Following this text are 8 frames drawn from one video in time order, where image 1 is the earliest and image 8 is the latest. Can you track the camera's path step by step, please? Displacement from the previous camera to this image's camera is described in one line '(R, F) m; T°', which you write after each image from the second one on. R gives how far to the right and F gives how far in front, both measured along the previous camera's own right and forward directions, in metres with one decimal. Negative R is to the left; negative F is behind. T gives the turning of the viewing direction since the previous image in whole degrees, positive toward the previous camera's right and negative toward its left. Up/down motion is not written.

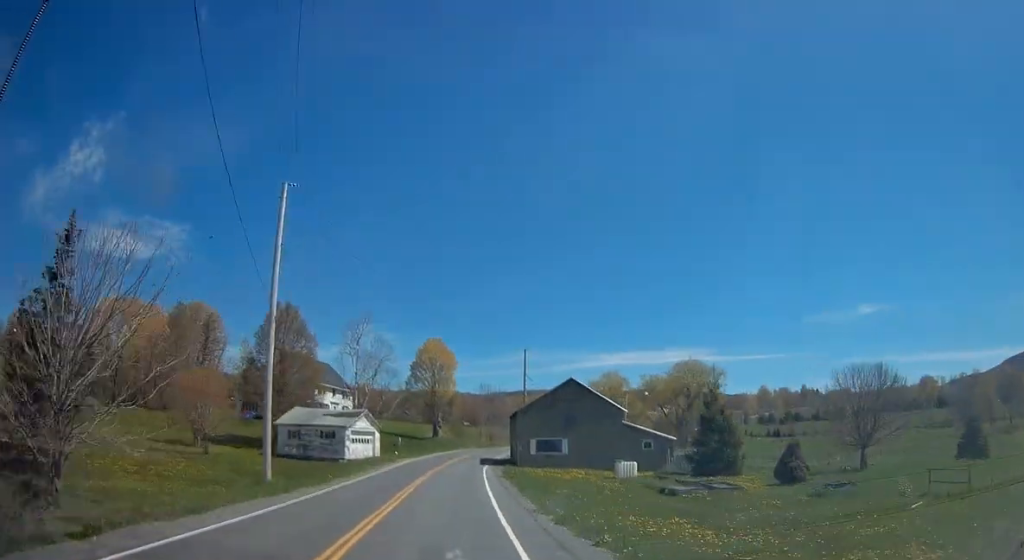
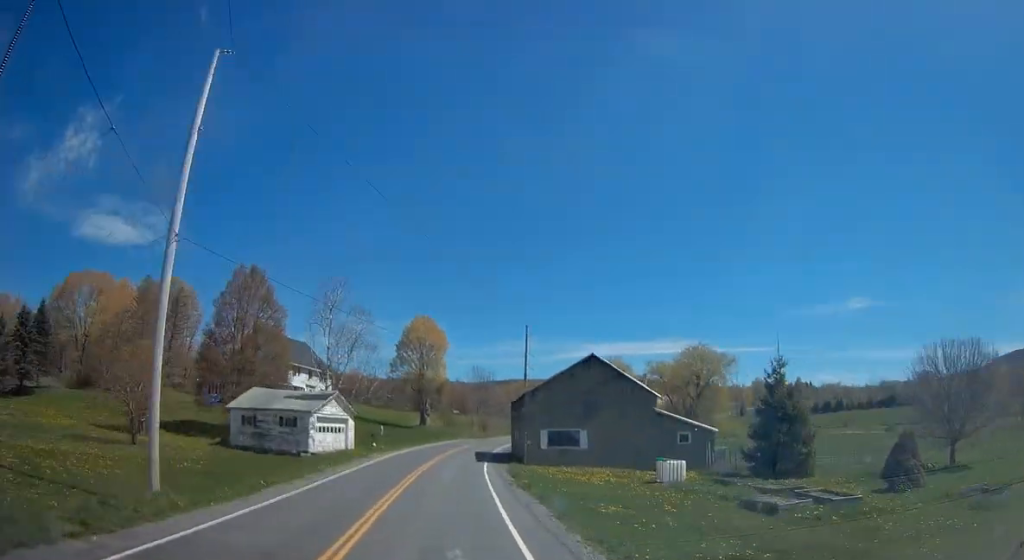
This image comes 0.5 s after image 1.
(-0.1, +9.3) m; 0°
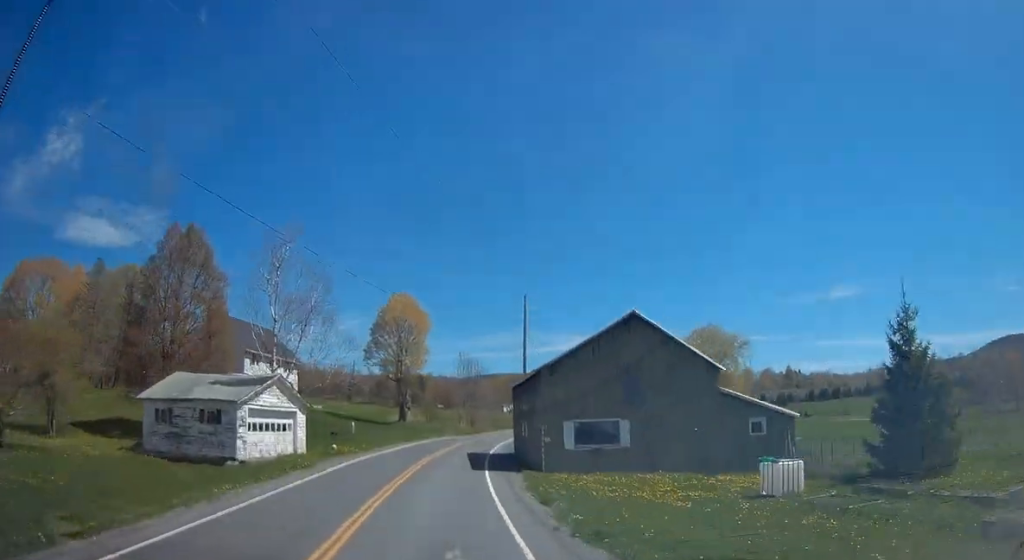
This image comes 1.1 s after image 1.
(+0.1, +11.0) m; +1°
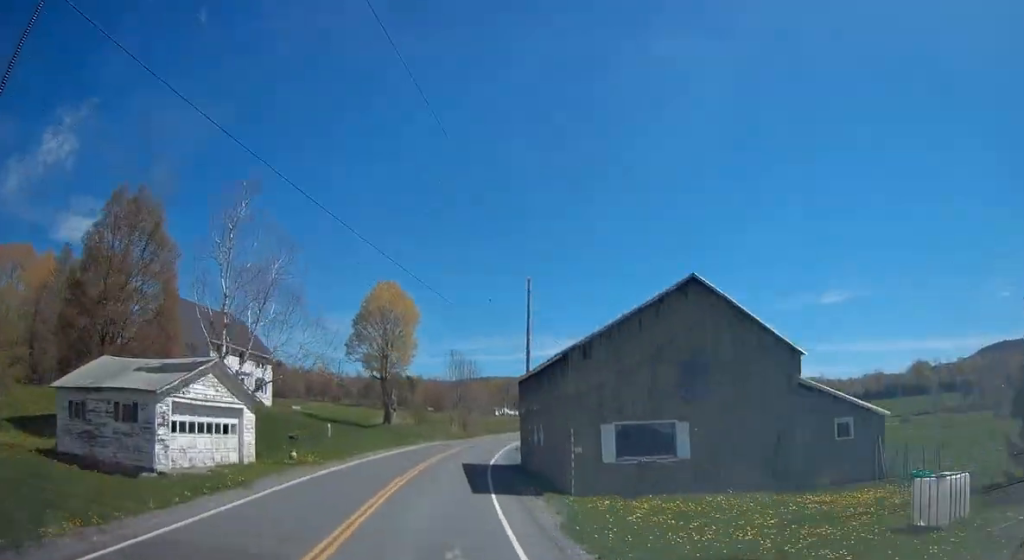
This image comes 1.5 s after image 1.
(0.0, +7.3) m; +1°
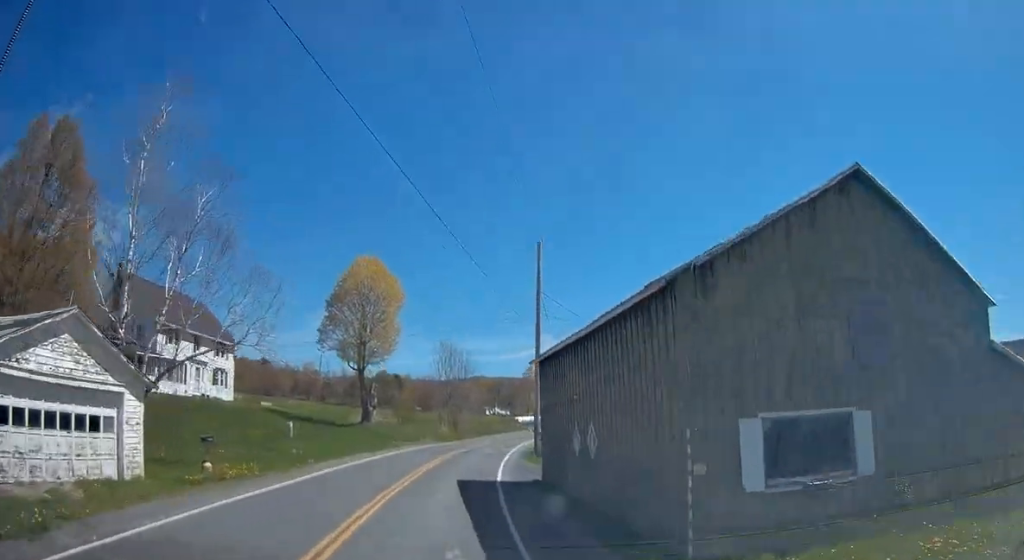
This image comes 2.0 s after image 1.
(+0.1, +9.1) m; +1°
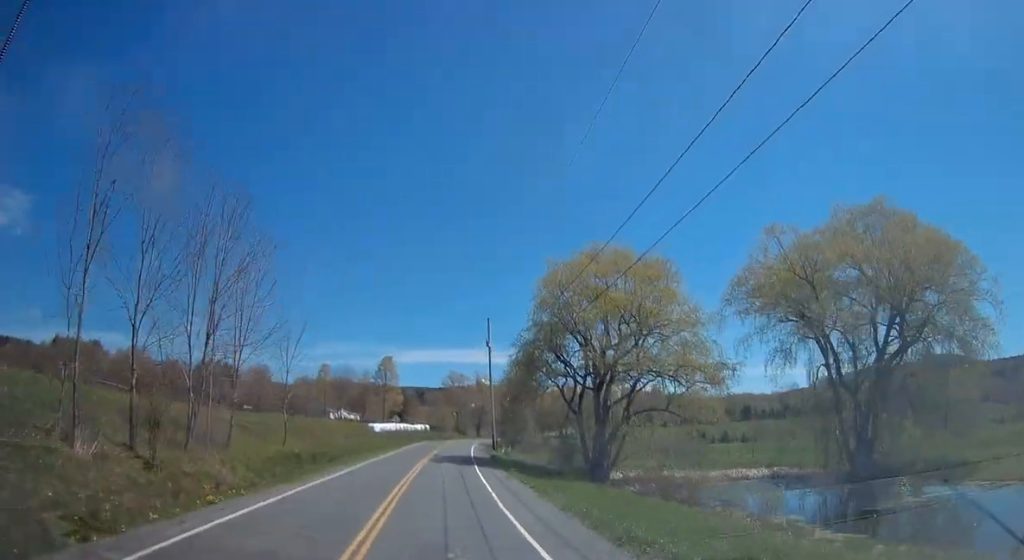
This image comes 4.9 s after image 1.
(+5.2, +52.9) m; +12°
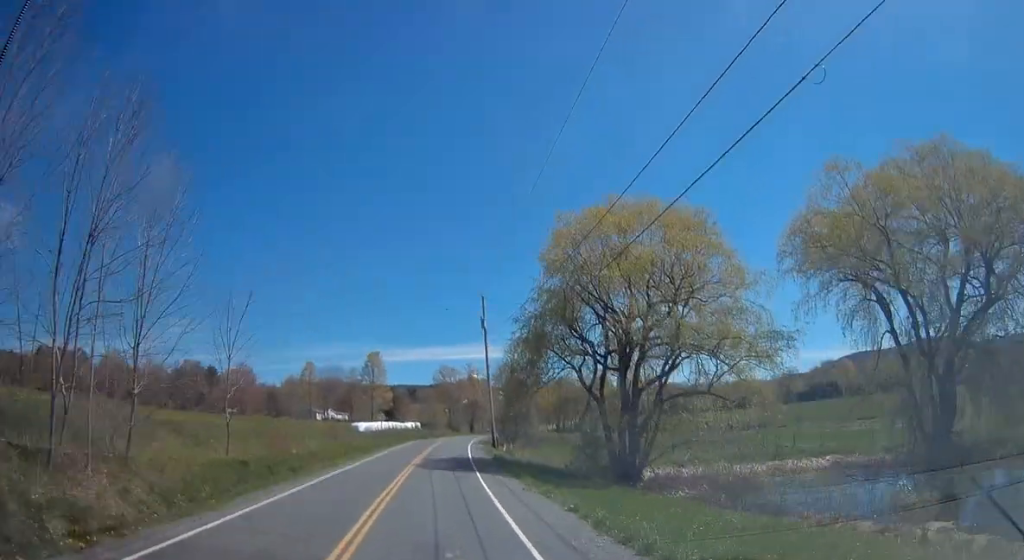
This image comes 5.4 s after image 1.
(+0.2, +8.0) m; +1°
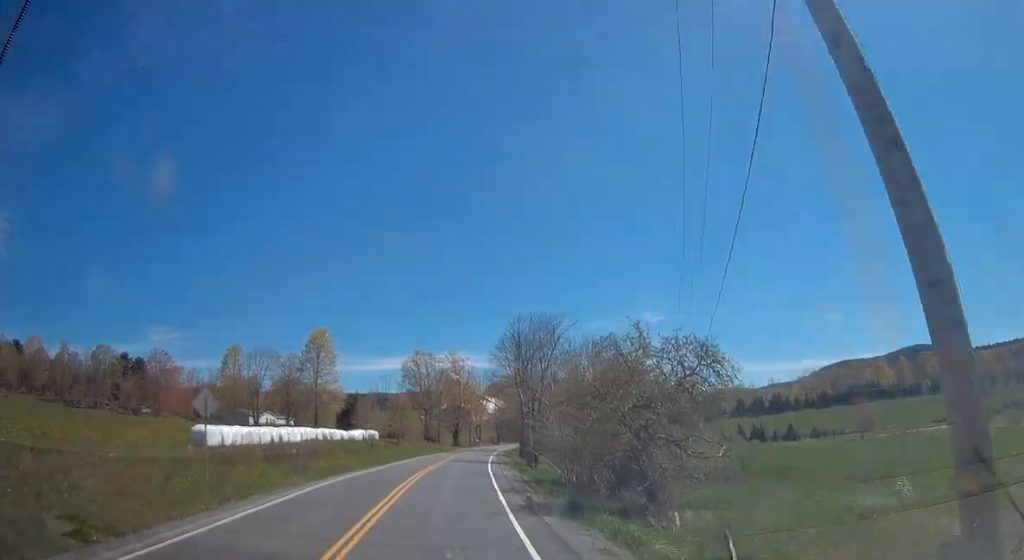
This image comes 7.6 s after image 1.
(+1.3, +42.7) m; +4°
